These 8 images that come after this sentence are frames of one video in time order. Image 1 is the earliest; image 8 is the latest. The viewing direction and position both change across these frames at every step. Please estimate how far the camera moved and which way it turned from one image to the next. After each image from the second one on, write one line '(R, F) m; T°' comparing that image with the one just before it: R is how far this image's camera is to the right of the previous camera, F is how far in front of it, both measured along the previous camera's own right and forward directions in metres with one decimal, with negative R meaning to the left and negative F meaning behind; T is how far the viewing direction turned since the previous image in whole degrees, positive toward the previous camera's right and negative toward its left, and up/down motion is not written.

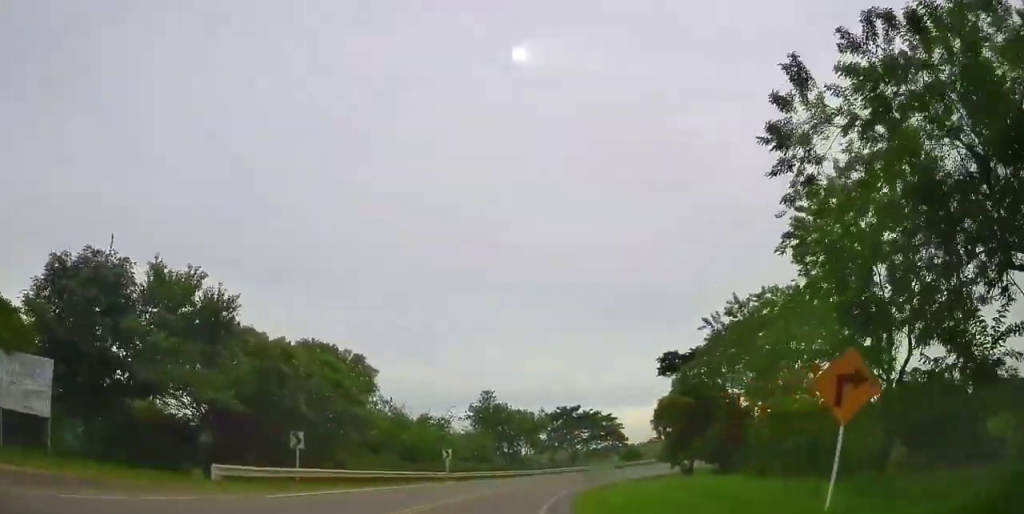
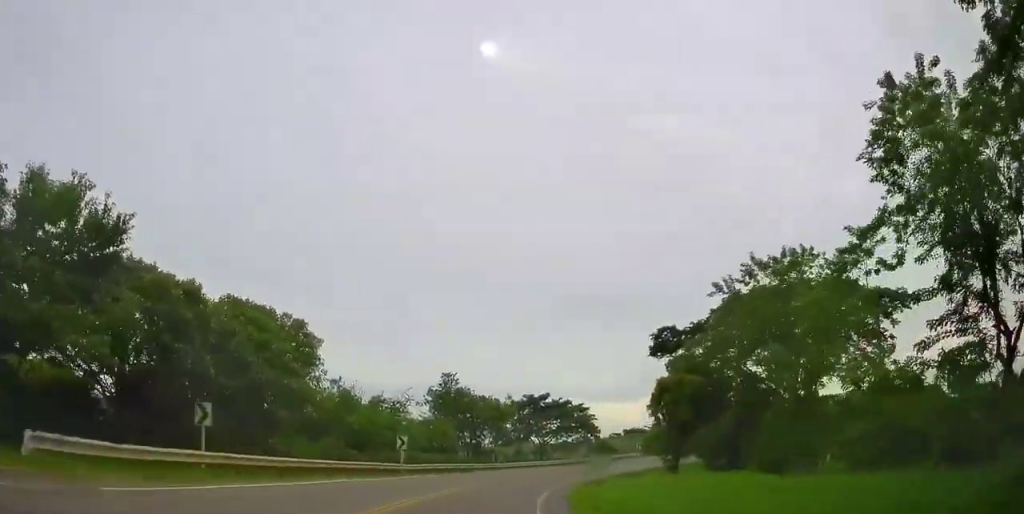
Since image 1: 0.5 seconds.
(+0.3, +6.5) m; +5°
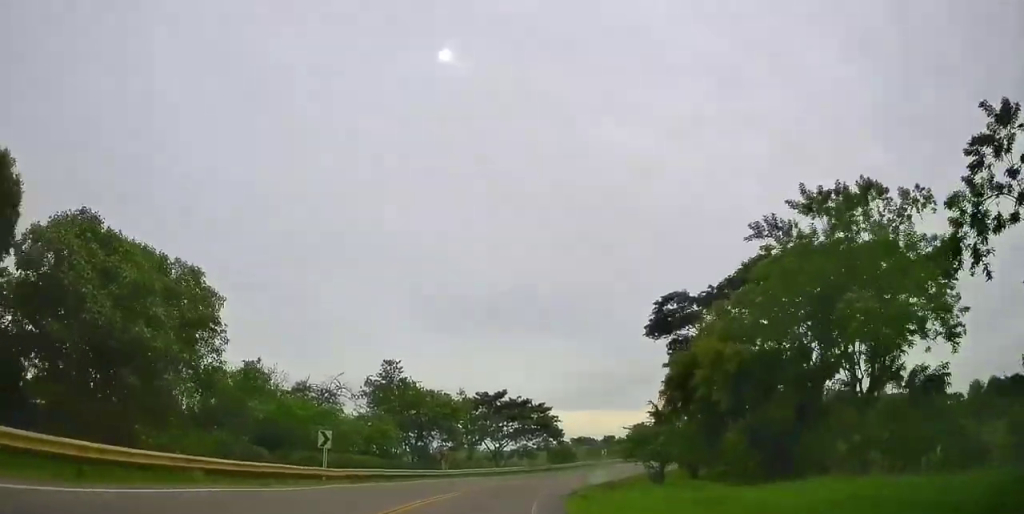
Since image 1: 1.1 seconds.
(0.0, +8.7) m; +7°
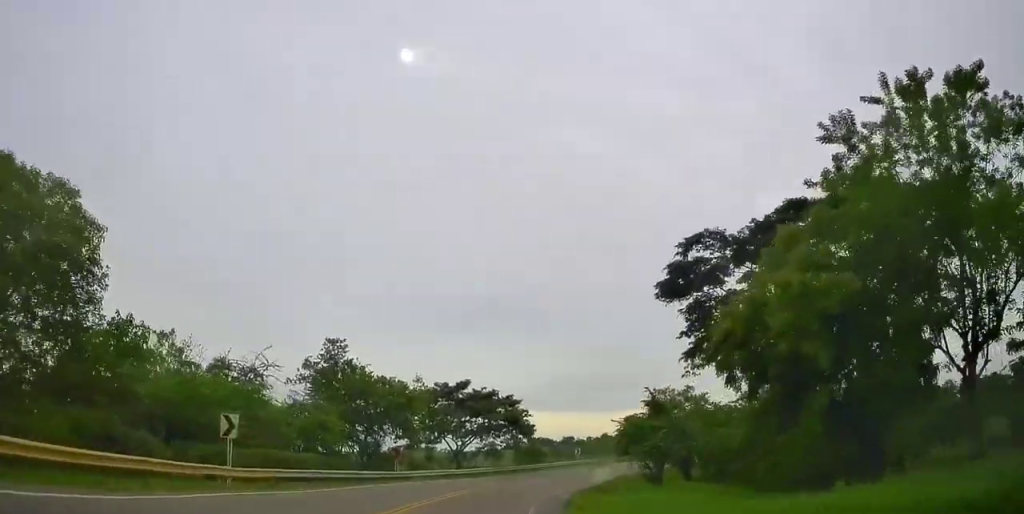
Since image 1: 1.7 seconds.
(+0.9, +7.7) m; +5°
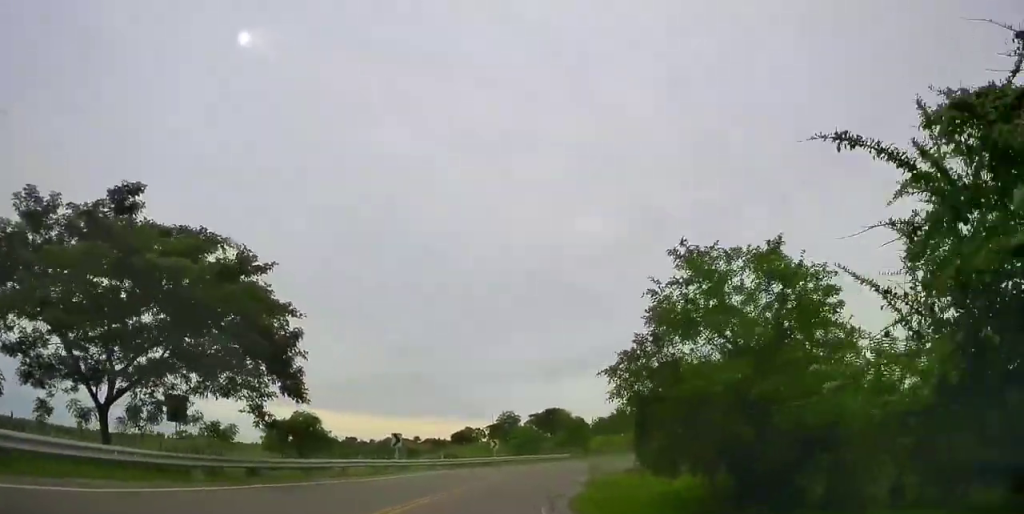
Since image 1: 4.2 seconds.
(+6.0, +35.5) m; +20°
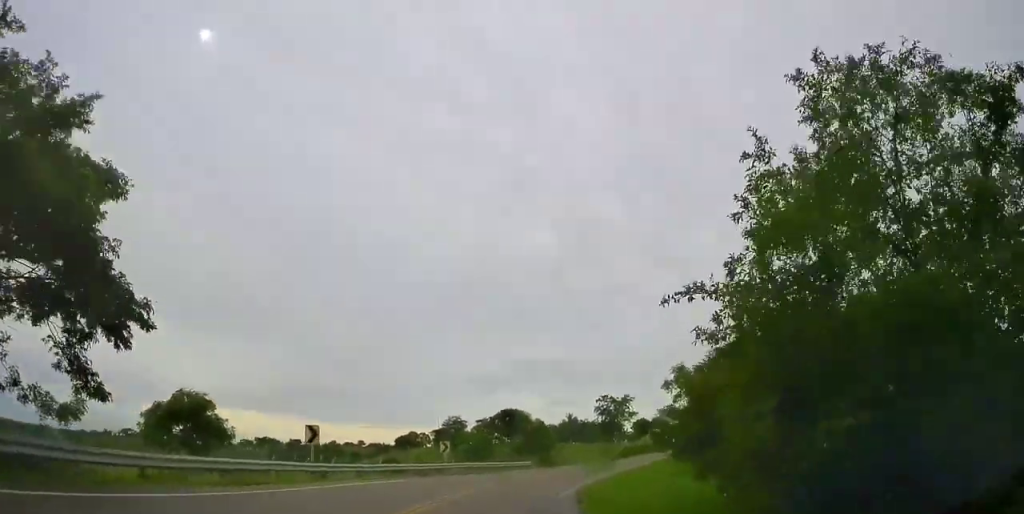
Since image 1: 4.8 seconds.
(+0.6, +9.4) m; +6°
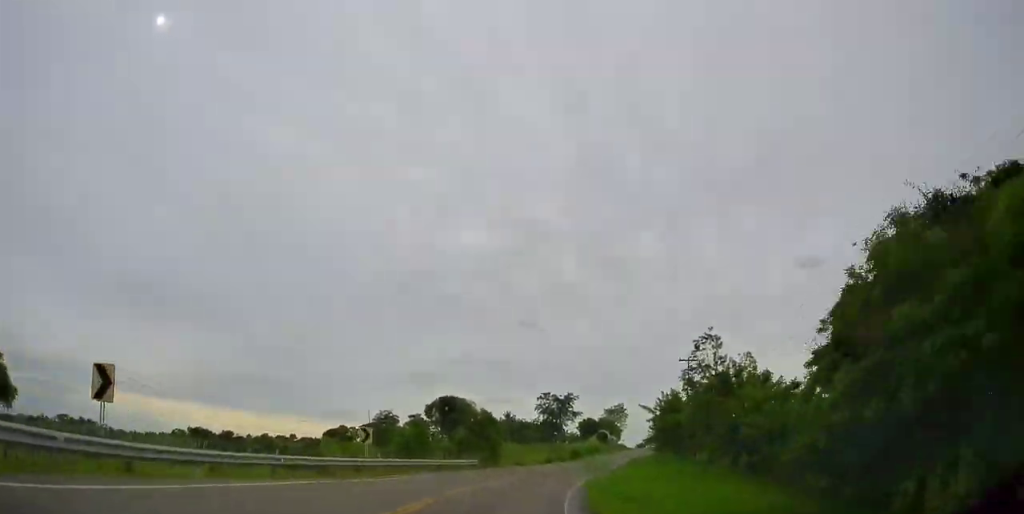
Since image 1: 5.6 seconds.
(+0.8, +11.9) m; +7°
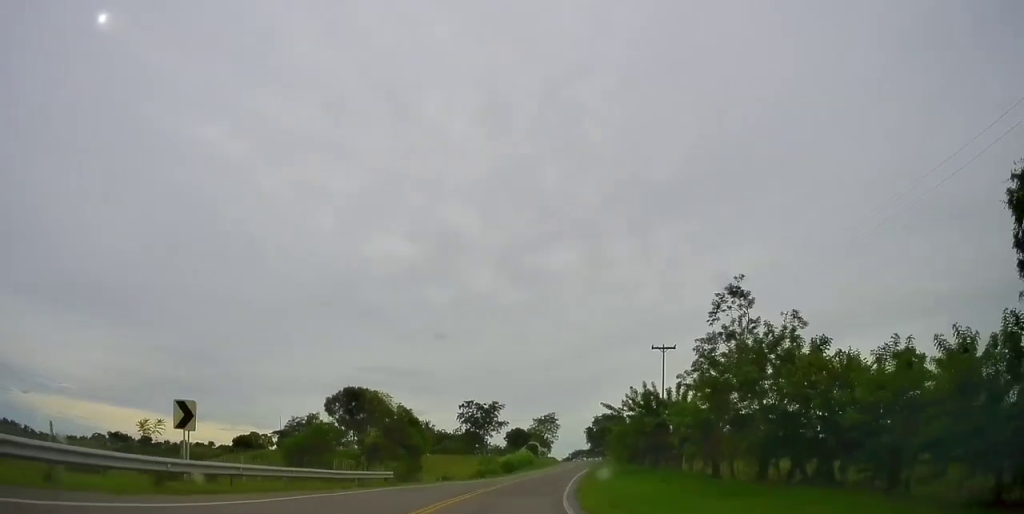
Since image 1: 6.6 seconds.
(+1.1, +13.7) m; +8°
